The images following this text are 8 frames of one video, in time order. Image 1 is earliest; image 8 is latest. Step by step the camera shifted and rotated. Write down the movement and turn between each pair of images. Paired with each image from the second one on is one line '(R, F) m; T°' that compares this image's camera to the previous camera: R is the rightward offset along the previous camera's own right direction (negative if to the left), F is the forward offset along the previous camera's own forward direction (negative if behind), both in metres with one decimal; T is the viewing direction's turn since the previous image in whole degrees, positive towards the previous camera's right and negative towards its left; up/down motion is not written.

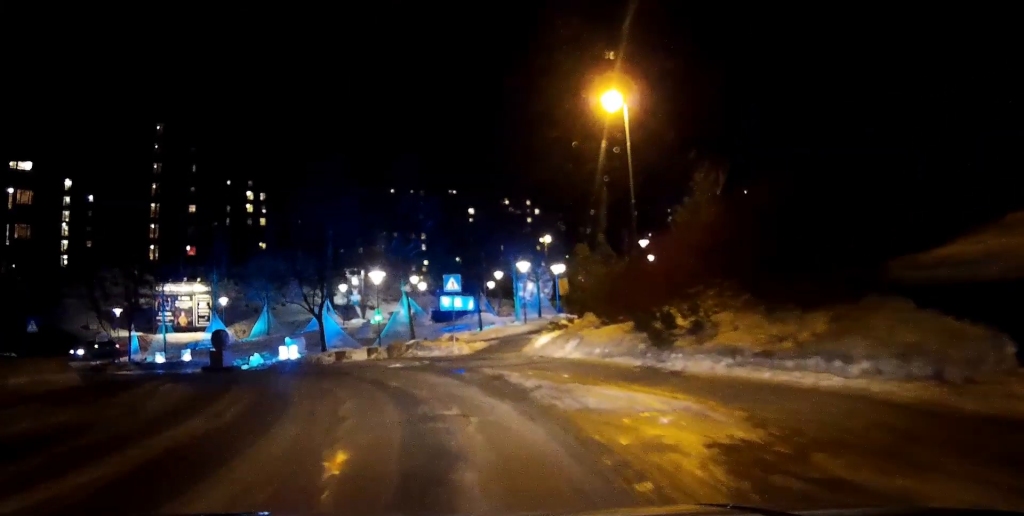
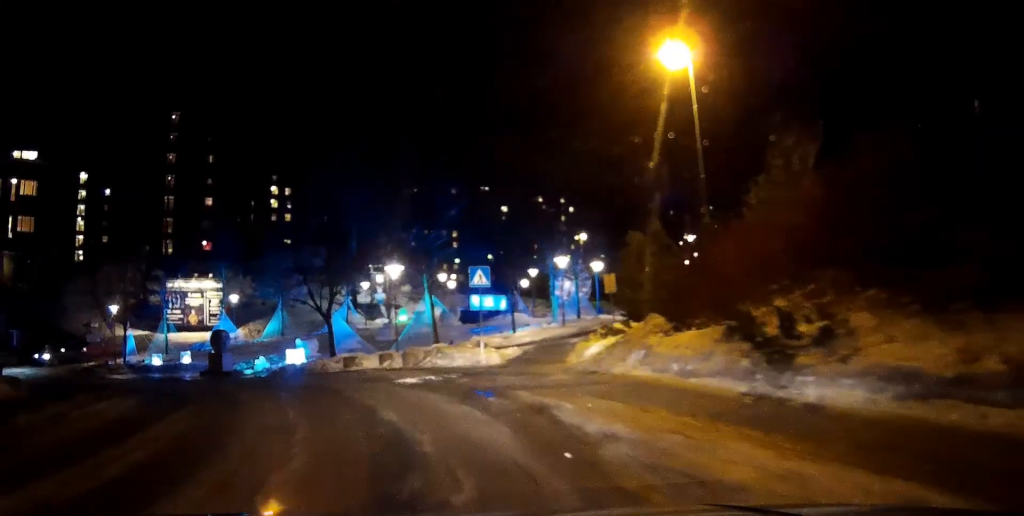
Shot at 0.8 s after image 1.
(-0.3, +5.0) m; -4°
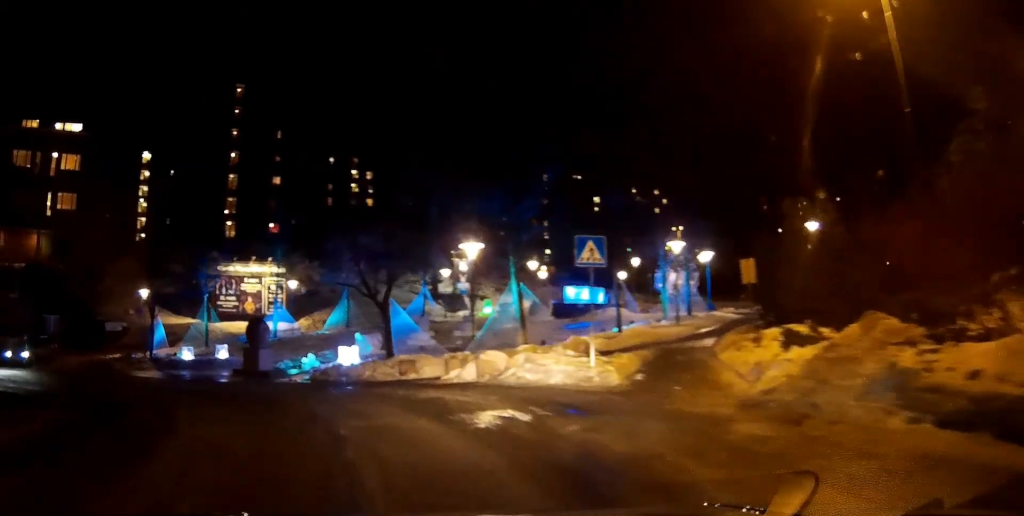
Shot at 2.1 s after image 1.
(-0.3, +7.2) m; -8°
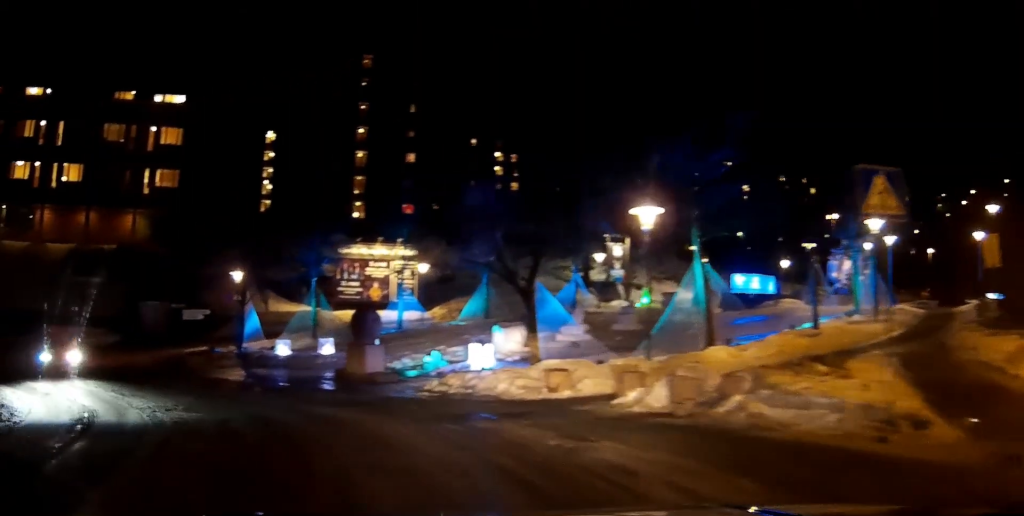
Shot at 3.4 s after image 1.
(-0.7, +6.5) m; -13°
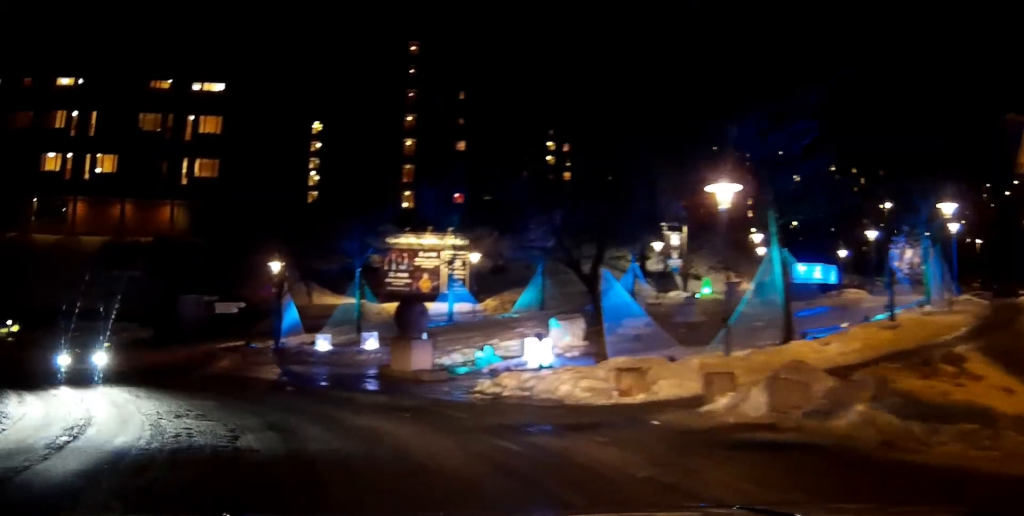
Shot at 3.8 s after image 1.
(-0.1, +2.1) m; -4°
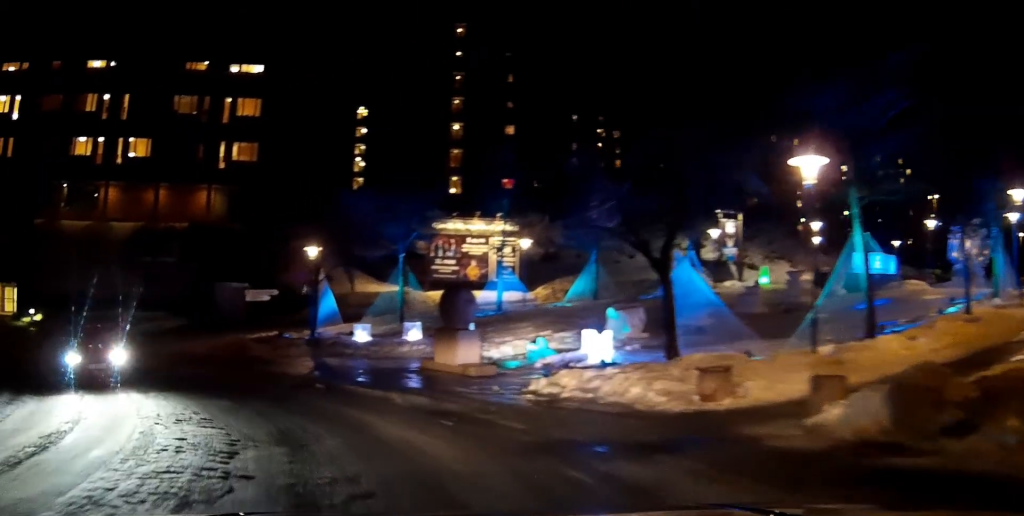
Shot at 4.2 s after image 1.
(-0.1, +2.0) m; -3°
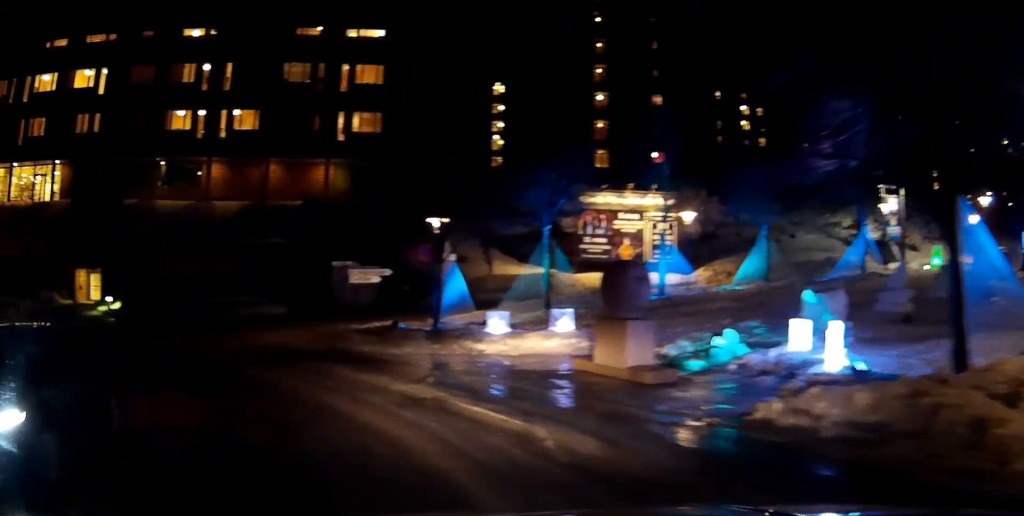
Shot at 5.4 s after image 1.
(-0.4, +5.7) m; -9°
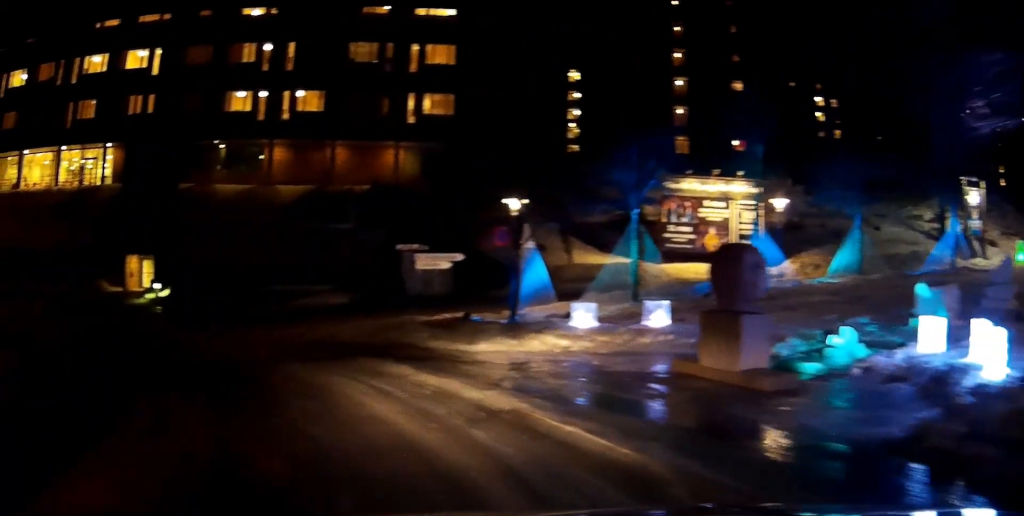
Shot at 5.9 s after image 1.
(-0.1, +2.6) m; -5°
